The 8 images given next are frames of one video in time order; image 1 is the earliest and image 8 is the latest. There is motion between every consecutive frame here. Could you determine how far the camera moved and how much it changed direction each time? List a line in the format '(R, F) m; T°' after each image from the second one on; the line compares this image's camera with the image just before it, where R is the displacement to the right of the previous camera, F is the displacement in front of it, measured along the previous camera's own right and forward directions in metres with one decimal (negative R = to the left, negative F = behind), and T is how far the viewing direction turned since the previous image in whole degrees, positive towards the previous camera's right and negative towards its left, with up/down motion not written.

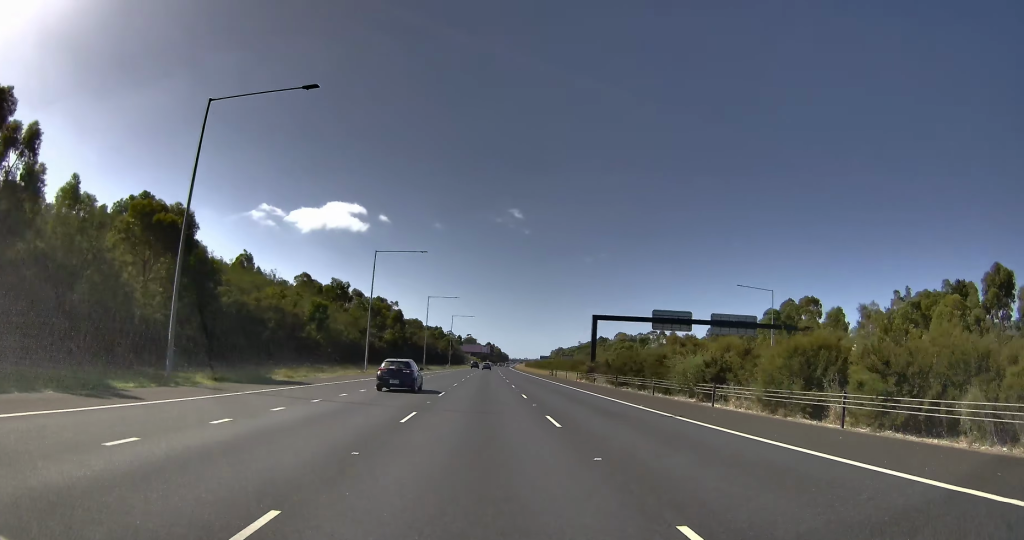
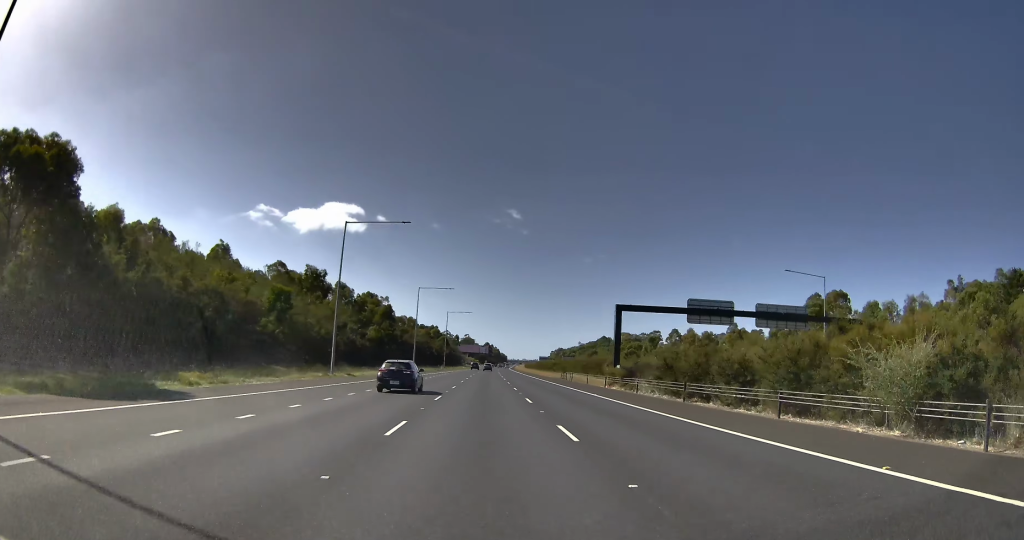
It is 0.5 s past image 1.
(-0.2, +15.0) m; -1°
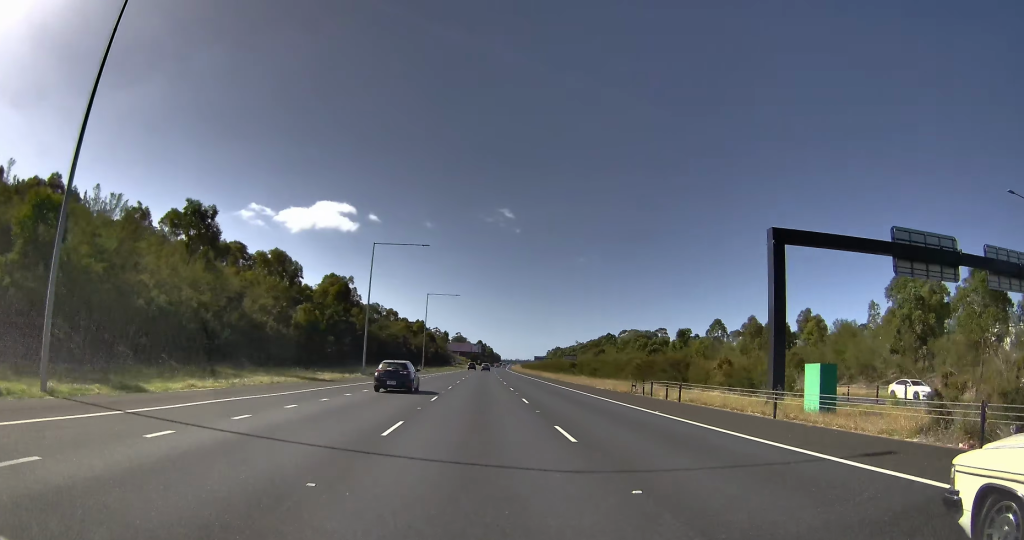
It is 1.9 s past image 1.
(-0.1, +36.3) m; +1°
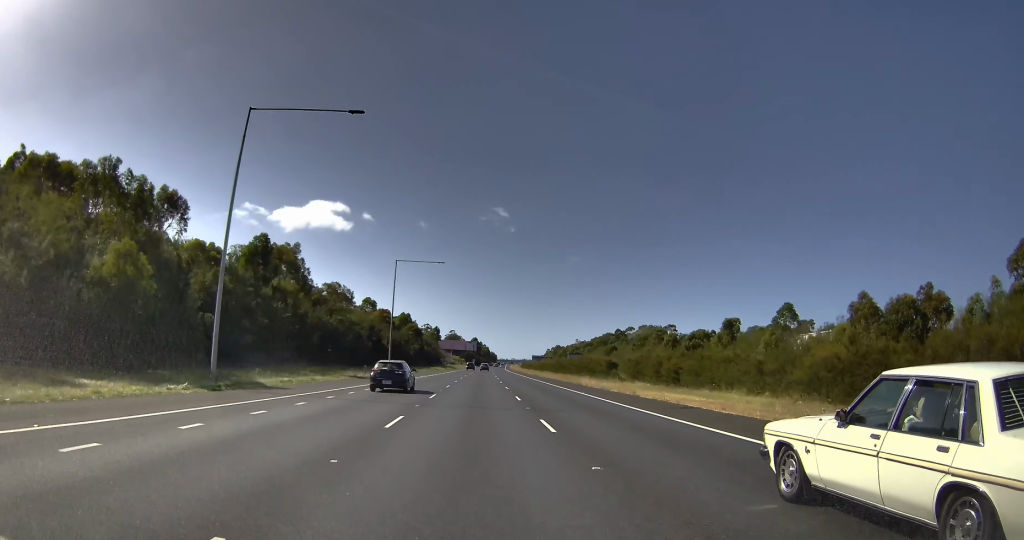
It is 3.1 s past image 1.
(+0.2, +33.0) m; +1°
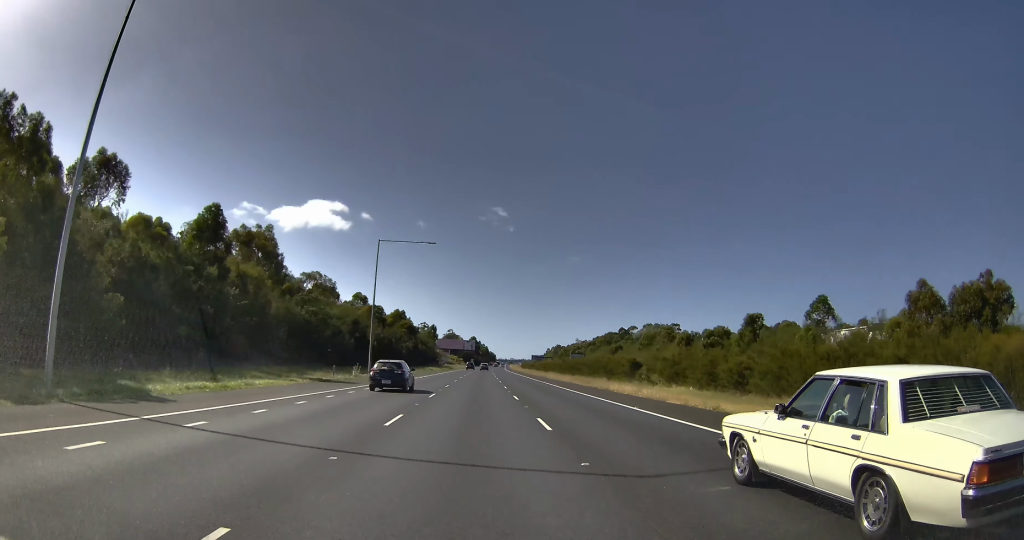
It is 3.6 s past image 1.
(+0.1, +10.7) m; 0°
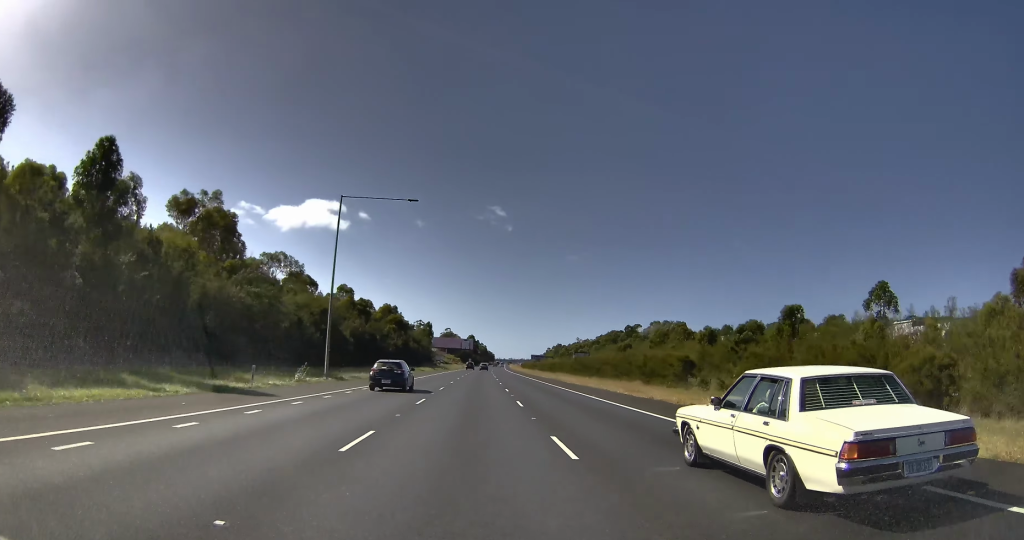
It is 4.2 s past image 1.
(+0.3, +14.7) m; 0°
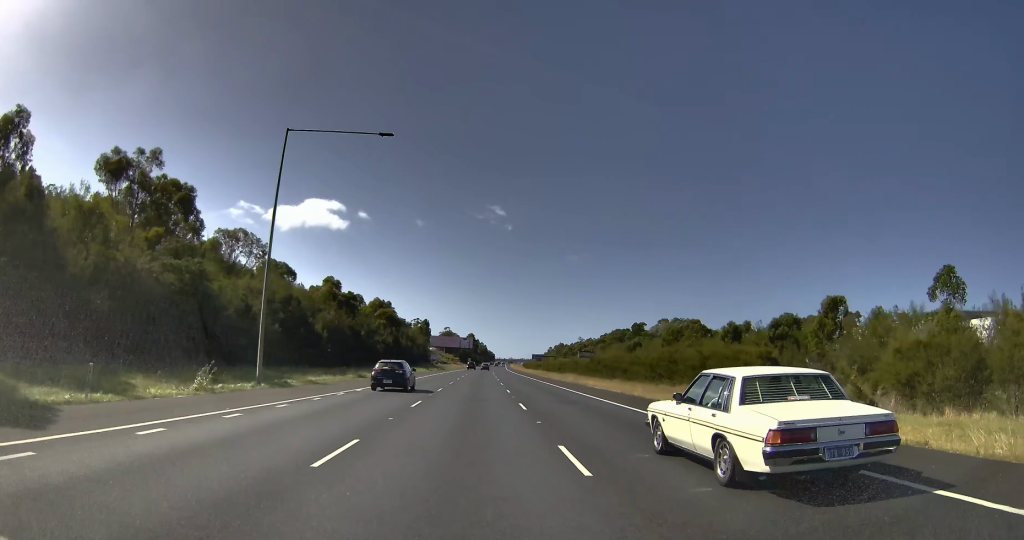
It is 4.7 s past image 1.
(-0.3, +11.1) m; -1°
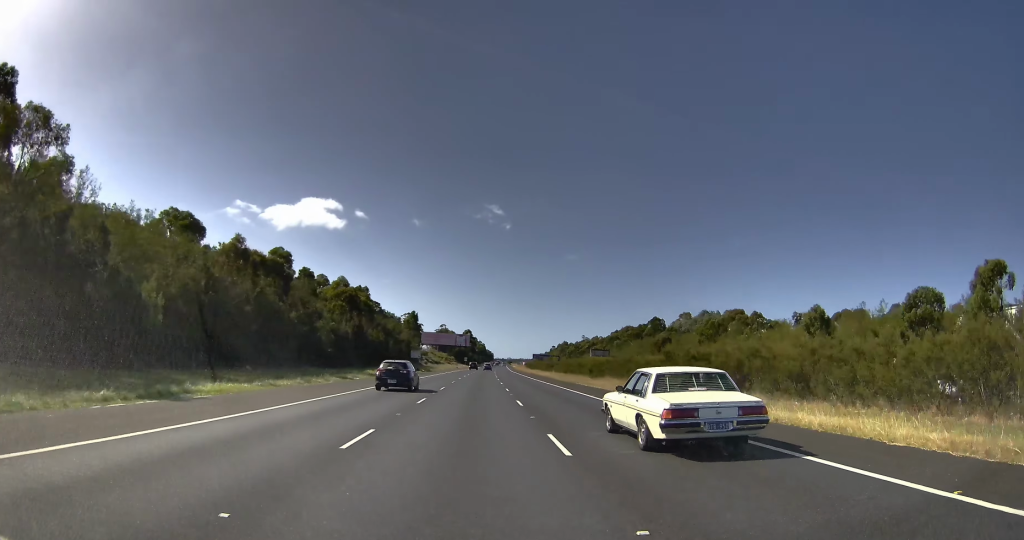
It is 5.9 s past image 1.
(-0.3, +25.8) m; 0°
